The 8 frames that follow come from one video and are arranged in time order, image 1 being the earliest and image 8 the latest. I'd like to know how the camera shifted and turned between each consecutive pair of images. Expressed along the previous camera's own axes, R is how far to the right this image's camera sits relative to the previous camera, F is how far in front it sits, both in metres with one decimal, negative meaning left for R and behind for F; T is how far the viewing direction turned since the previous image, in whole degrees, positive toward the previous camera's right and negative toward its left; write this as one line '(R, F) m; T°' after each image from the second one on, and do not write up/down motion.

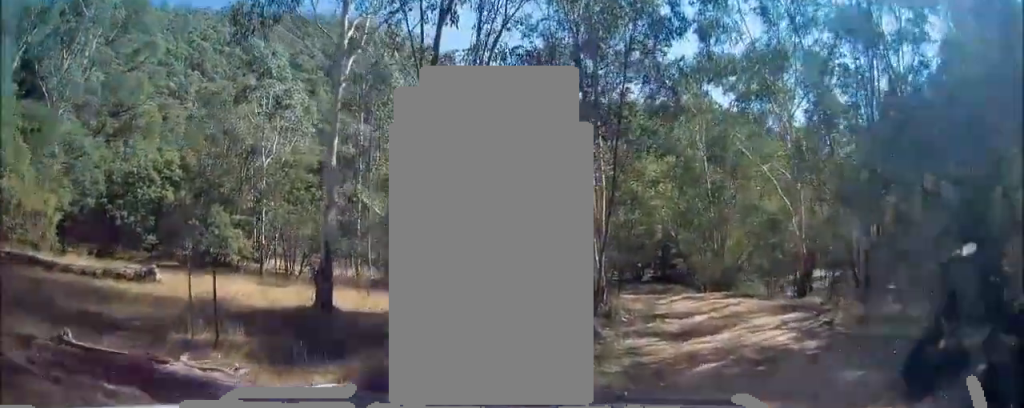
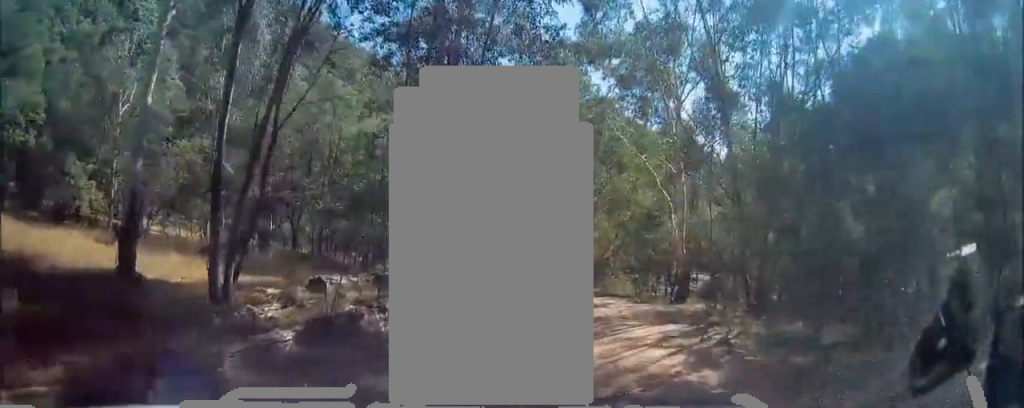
(0.0, +2.8) m; -2°
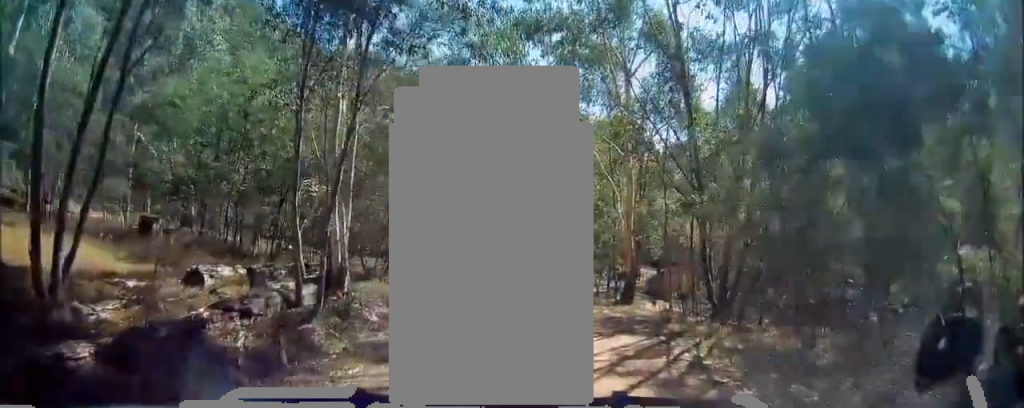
(-0.1, +3.0) m; -2°
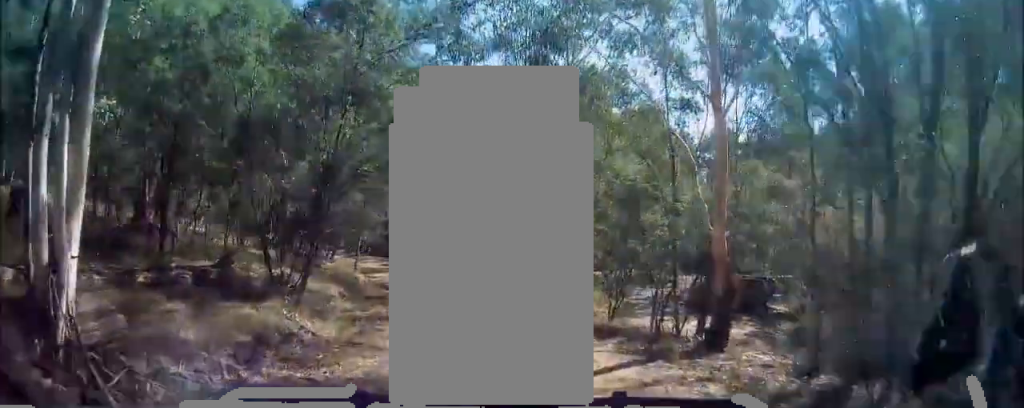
(-0.5, +6.0) m; -5°
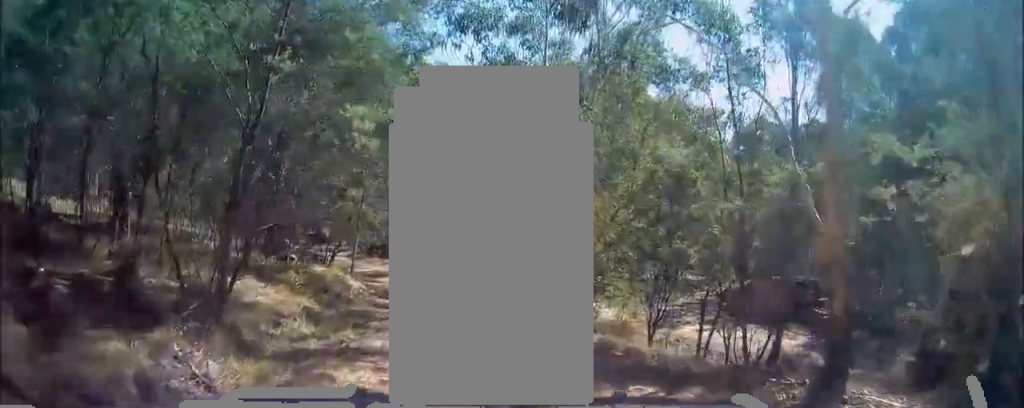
(-0.1, +1.5) m; +28°
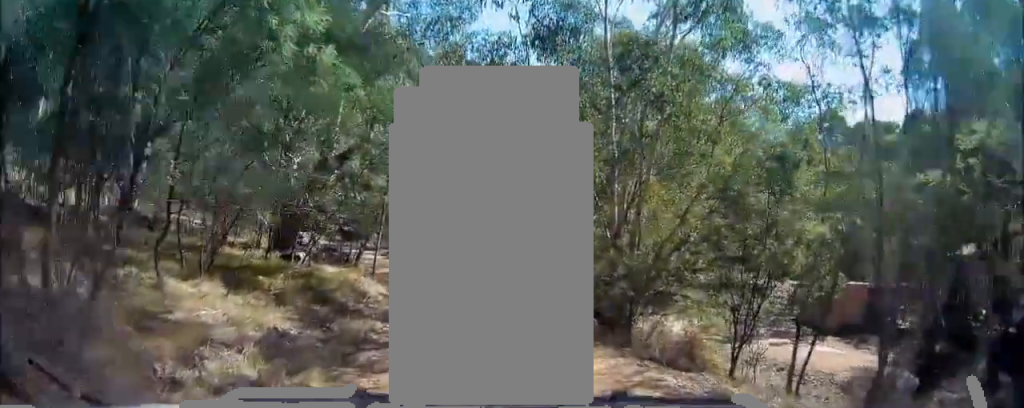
(+1.1, +4.2) m; +2°
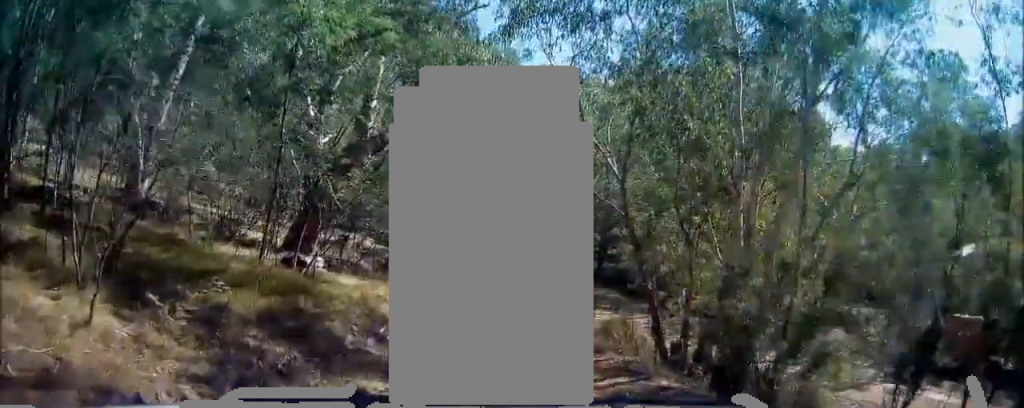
(-1.5, +4.3) m; -27°
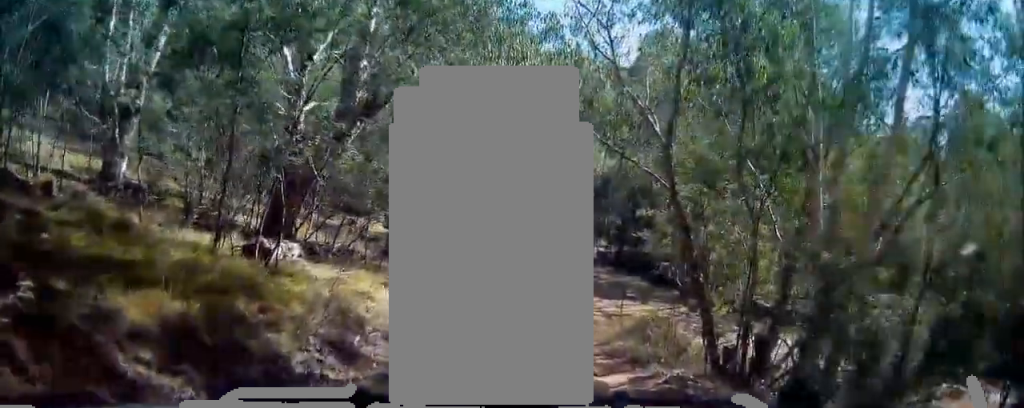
(-0.4, +2.8) m; -4°
